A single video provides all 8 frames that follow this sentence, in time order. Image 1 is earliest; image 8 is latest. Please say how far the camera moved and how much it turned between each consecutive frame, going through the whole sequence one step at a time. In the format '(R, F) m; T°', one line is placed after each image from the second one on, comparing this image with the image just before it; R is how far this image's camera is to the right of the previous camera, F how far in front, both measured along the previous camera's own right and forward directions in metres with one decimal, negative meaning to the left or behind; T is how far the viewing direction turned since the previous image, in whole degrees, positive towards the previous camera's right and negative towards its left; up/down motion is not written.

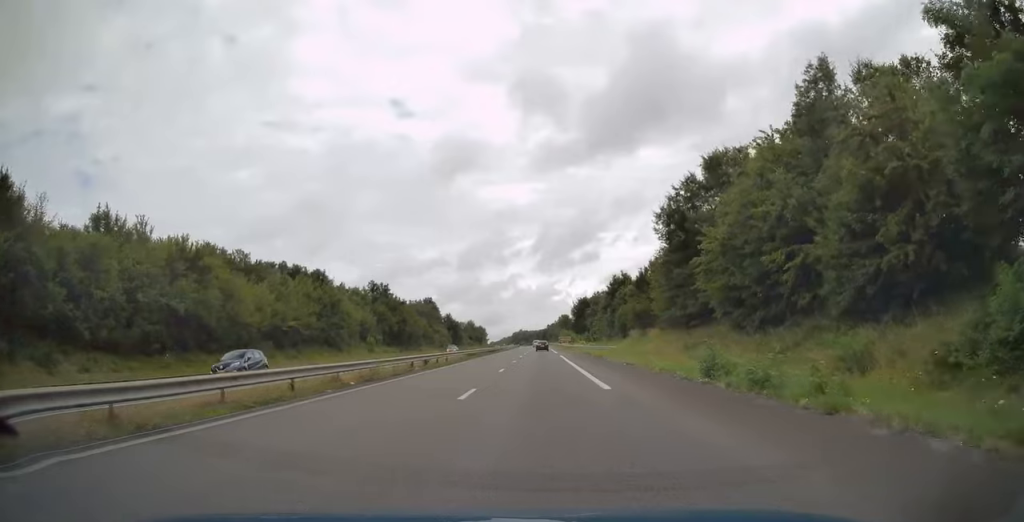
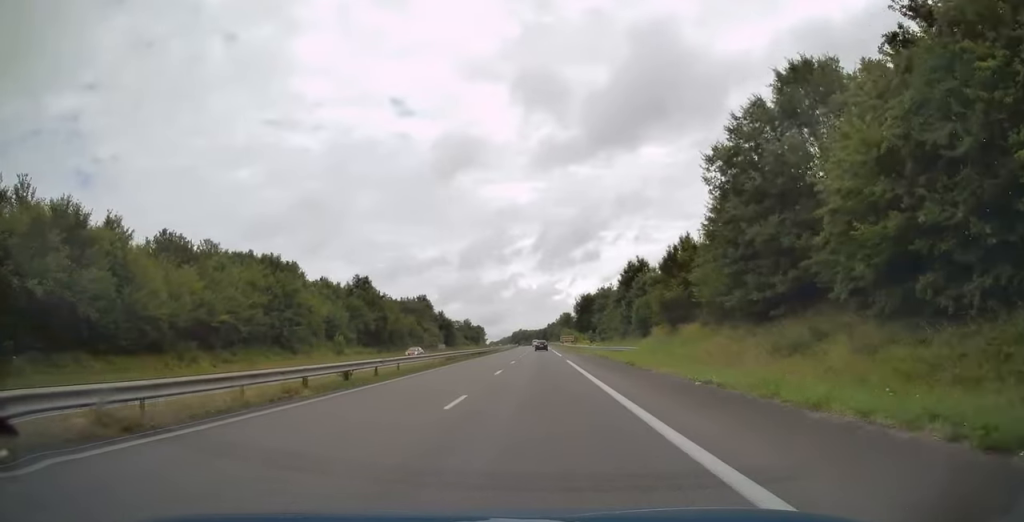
(0.0, +15.1) m; 0°
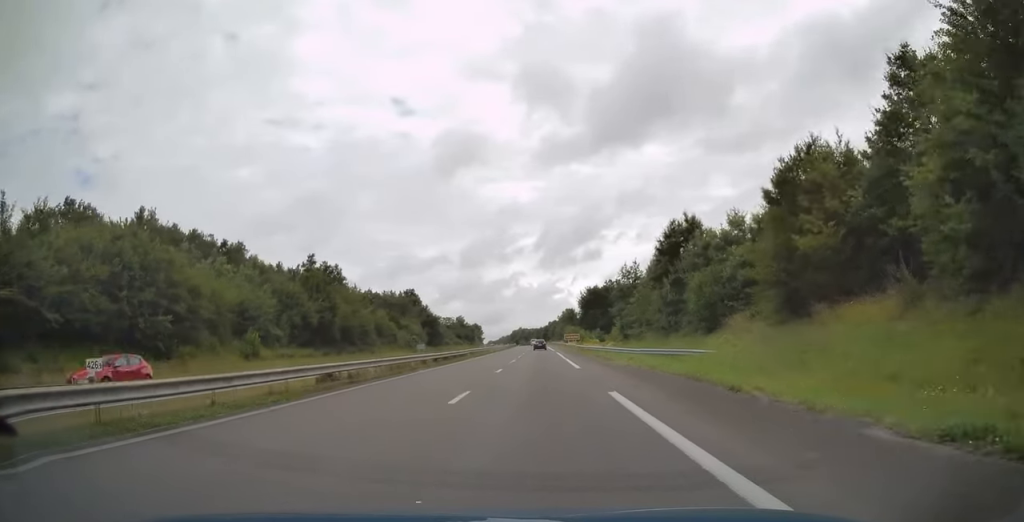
(-0.1, +25.3) m; 0°
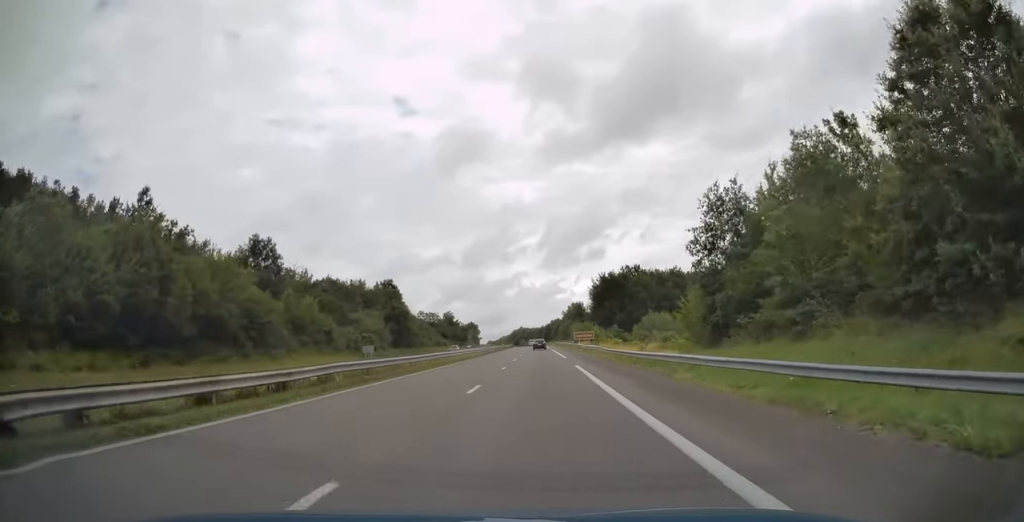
(0.0, +36.7) m; 0°
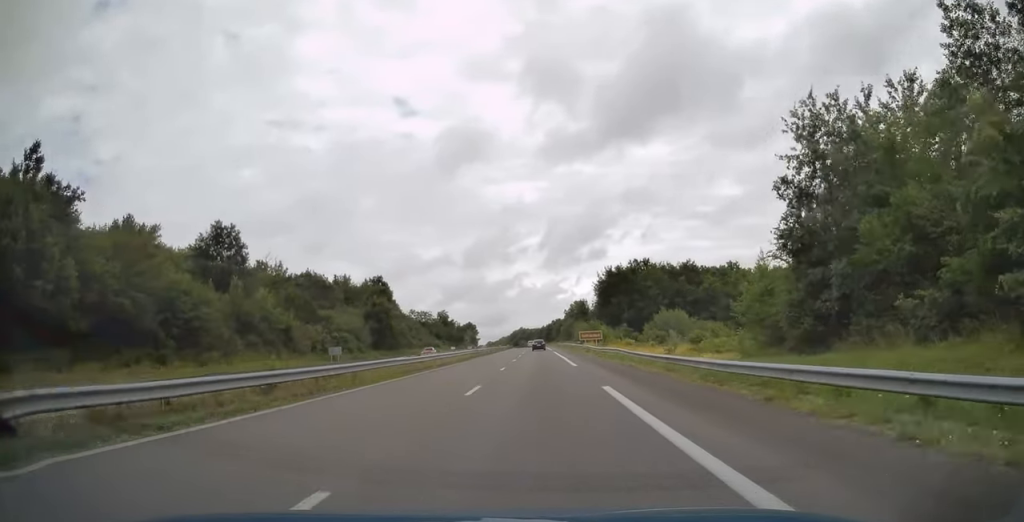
(0.0, +13.5) m; 0°
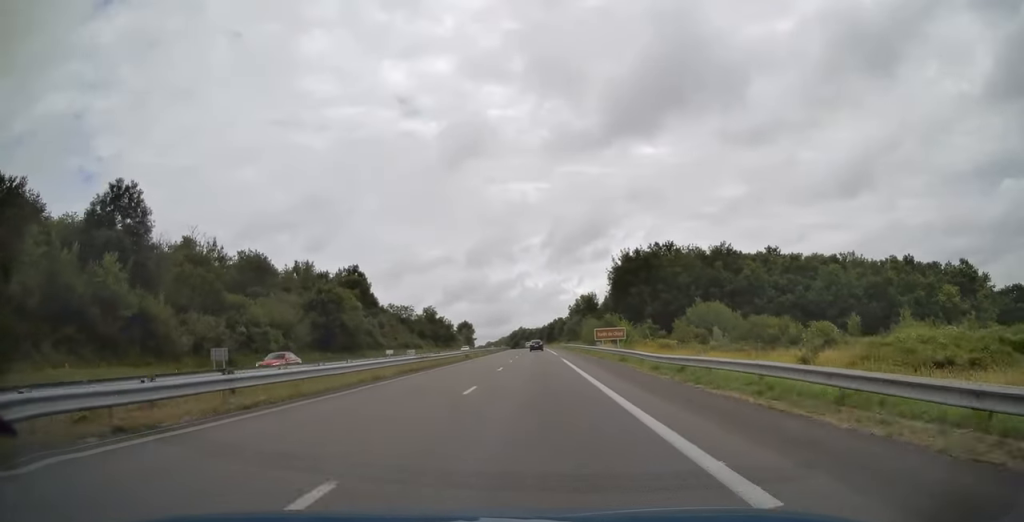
(0.0, +25.9) m; 0°
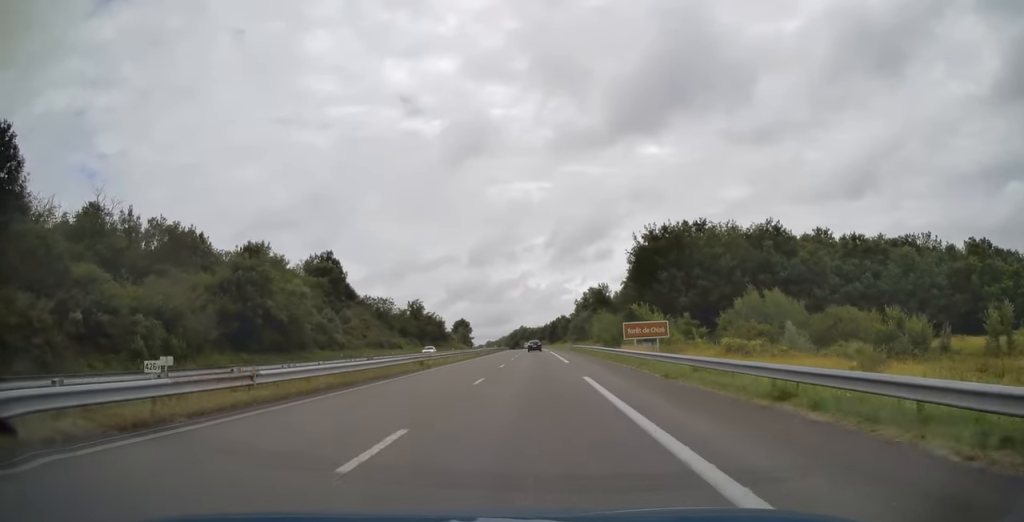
(0.0, +22.5) m; 0°
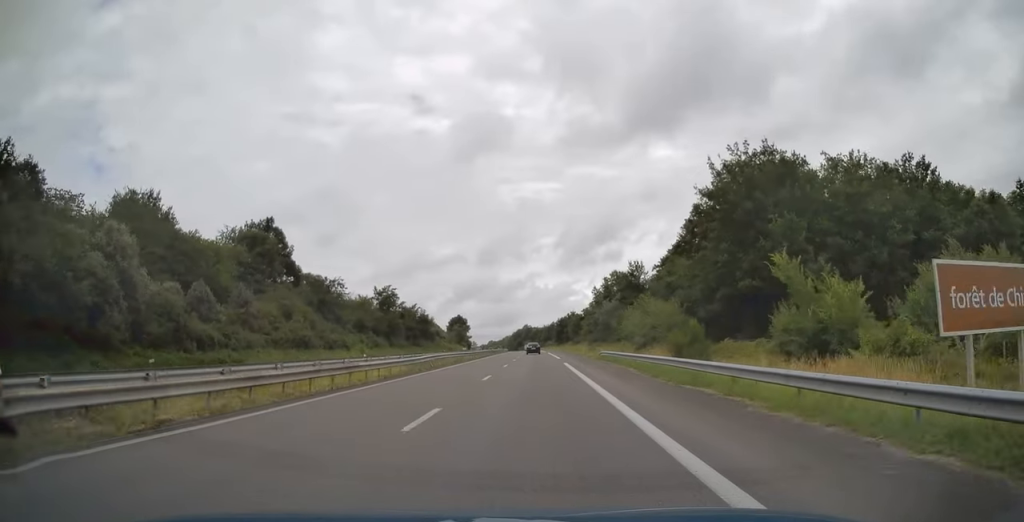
(-0.1, +36.0) m; -1°
